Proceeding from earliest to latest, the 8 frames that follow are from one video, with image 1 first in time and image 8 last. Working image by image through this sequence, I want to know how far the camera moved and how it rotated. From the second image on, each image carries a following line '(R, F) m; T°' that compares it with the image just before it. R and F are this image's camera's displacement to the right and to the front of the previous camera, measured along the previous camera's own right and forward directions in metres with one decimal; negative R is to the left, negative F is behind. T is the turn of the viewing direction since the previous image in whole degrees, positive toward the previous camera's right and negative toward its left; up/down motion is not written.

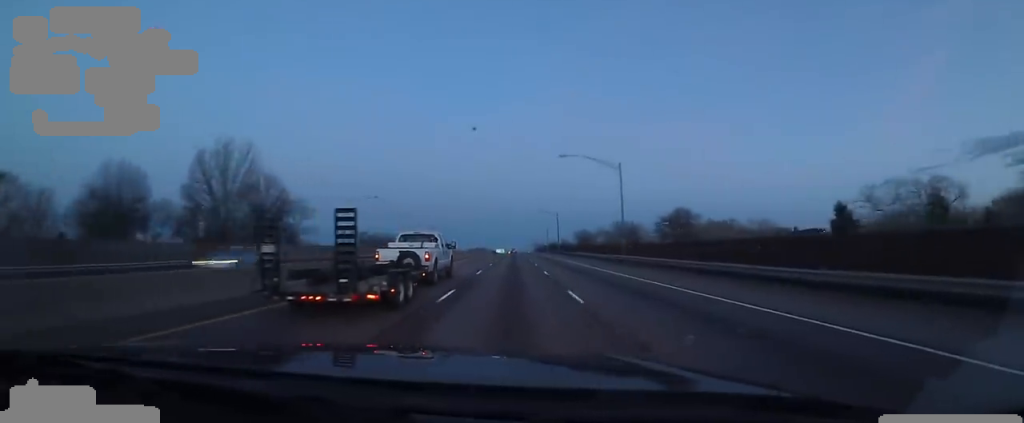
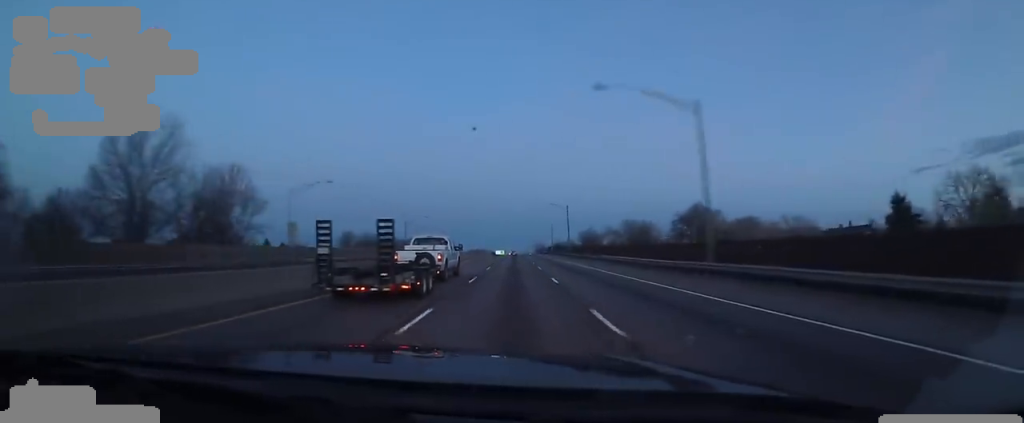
(-0.8, +17.0) m; -2°
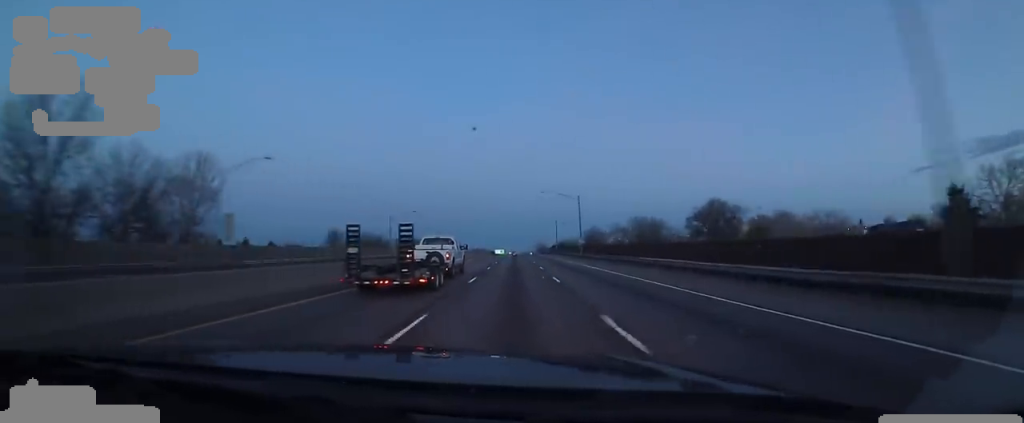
(-0.2, +13.3) m; -1°
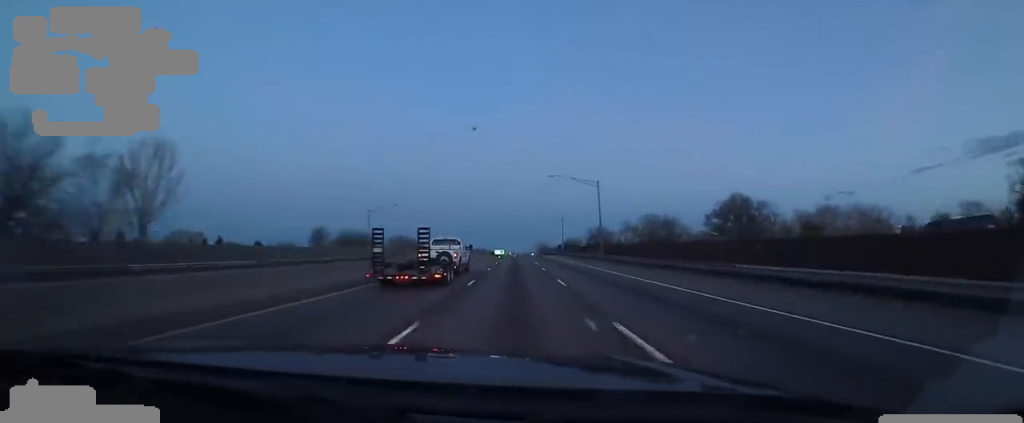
(0.0, +14.2) m; 0°
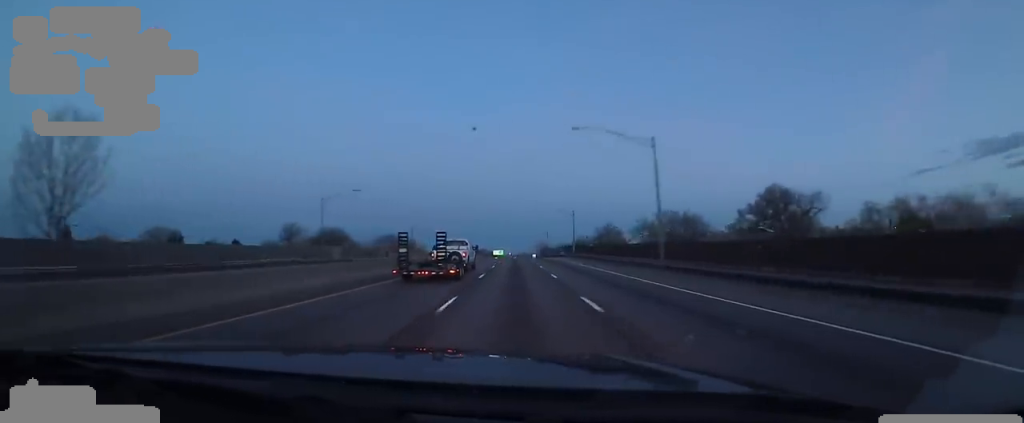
(0.0, +19.6) m; 0°
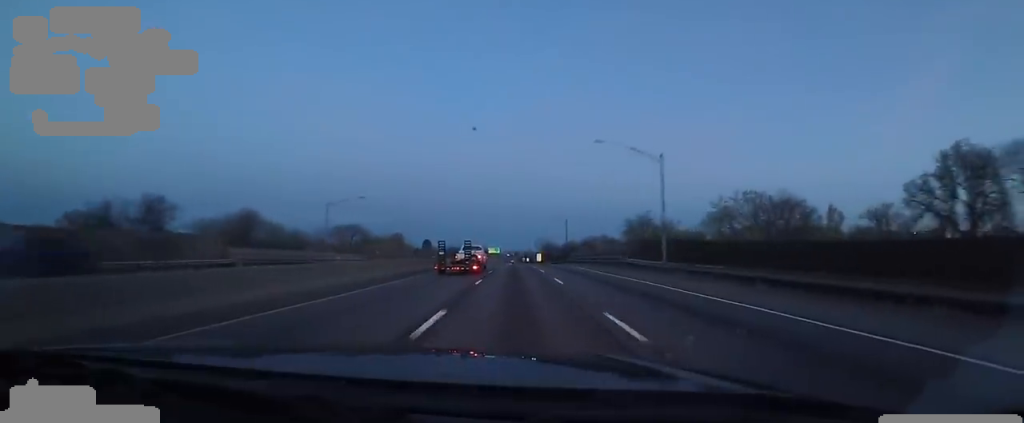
(+0.9, +51.5) m; +3°
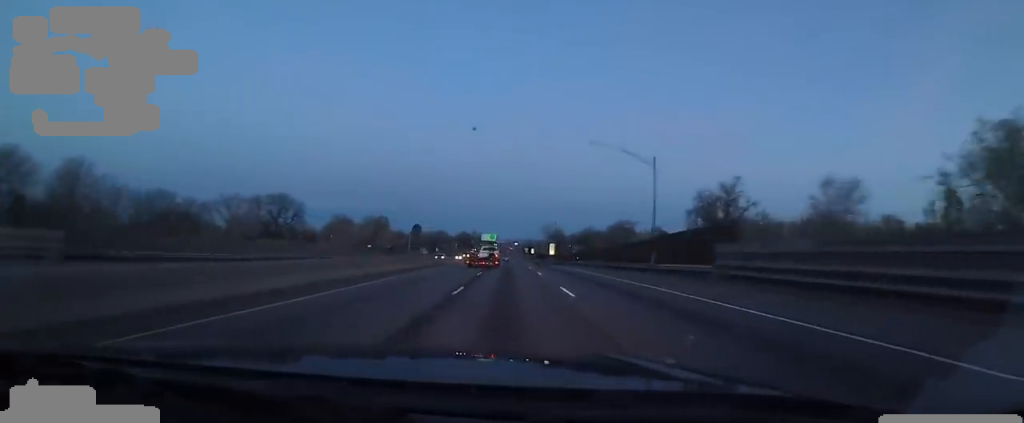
(-1.0, +55.7) m; -3°
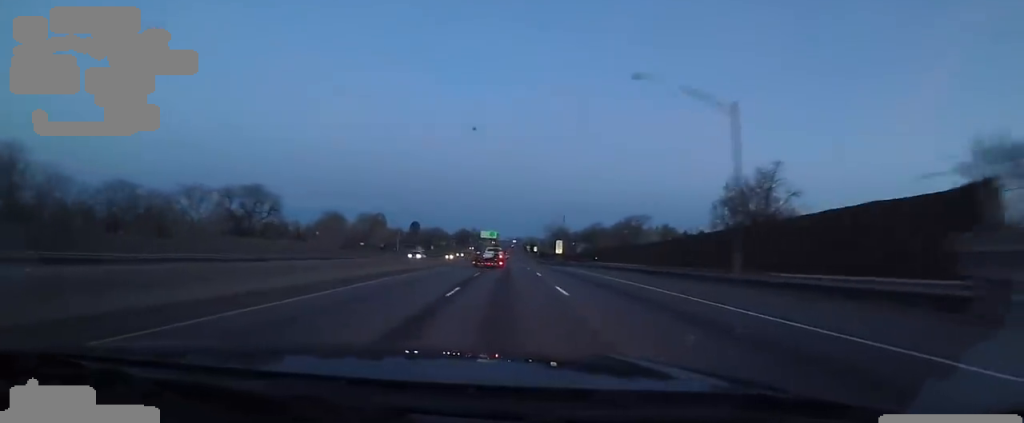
(0.0, +12.7) m; 0°
